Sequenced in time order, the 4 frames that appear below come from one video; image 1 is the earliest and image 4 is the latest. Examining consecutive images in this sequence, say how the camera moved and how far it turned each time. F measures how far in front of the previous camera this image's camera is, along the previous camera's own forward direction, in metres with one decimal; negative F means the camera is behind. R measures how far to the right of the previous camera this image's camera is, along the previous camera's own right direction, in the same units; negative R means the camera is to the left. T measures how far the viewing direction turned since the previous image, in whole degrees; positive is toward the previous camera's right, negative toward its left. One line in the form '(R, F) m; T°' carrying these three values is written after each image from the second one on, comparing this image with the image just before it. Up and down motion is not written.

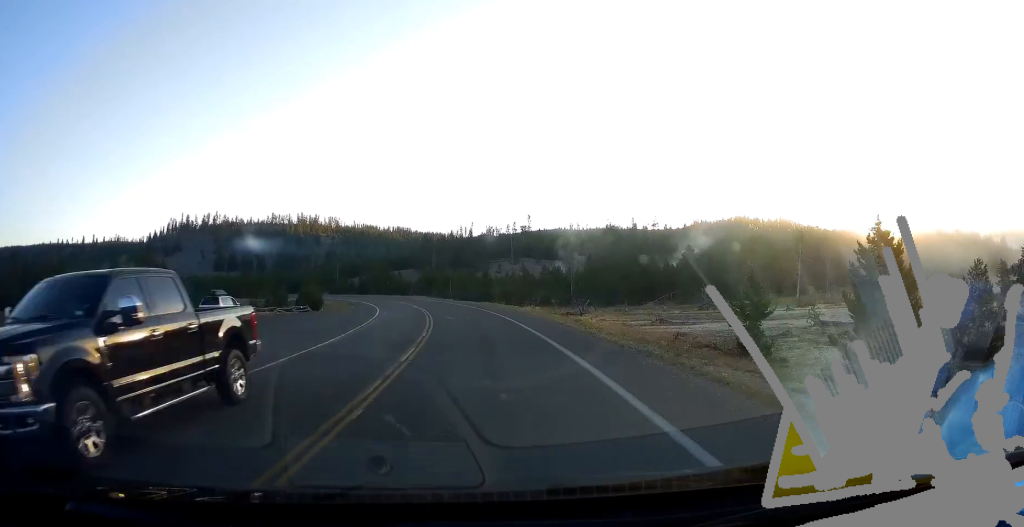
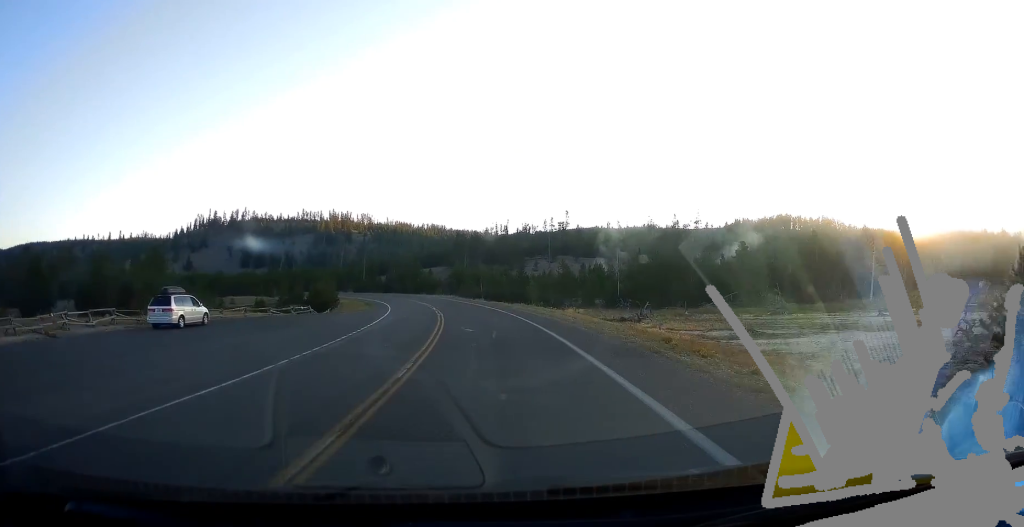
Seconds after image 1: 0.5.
(-0.6, +10.3) m; -3°
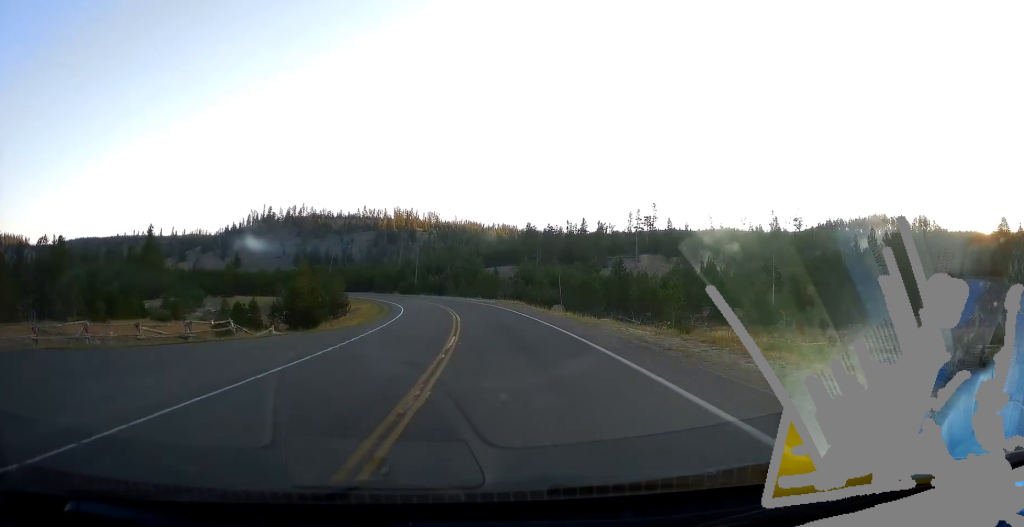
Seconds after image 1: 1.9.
(-1.2, +27.9) m; -6°
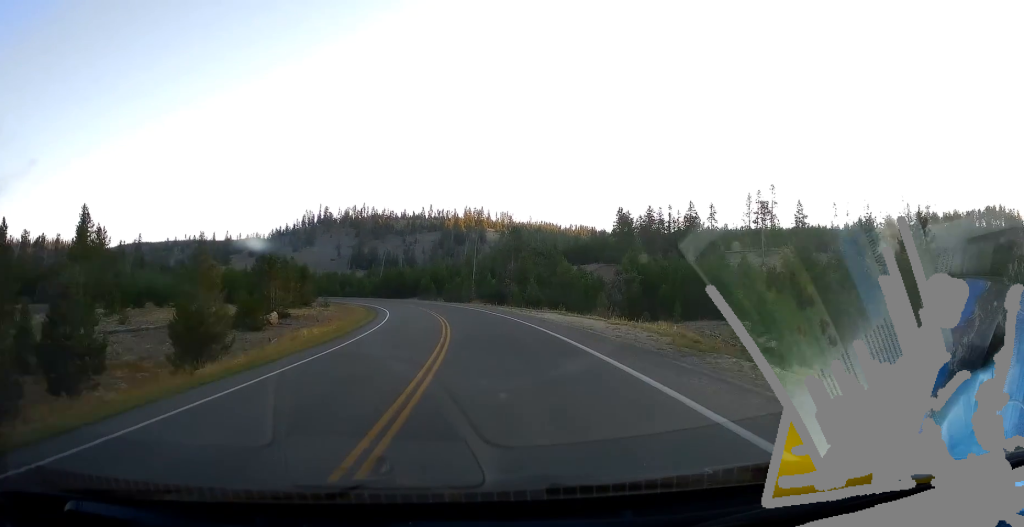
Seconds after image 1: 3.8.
(-4.1, +38.2) m; -10°
